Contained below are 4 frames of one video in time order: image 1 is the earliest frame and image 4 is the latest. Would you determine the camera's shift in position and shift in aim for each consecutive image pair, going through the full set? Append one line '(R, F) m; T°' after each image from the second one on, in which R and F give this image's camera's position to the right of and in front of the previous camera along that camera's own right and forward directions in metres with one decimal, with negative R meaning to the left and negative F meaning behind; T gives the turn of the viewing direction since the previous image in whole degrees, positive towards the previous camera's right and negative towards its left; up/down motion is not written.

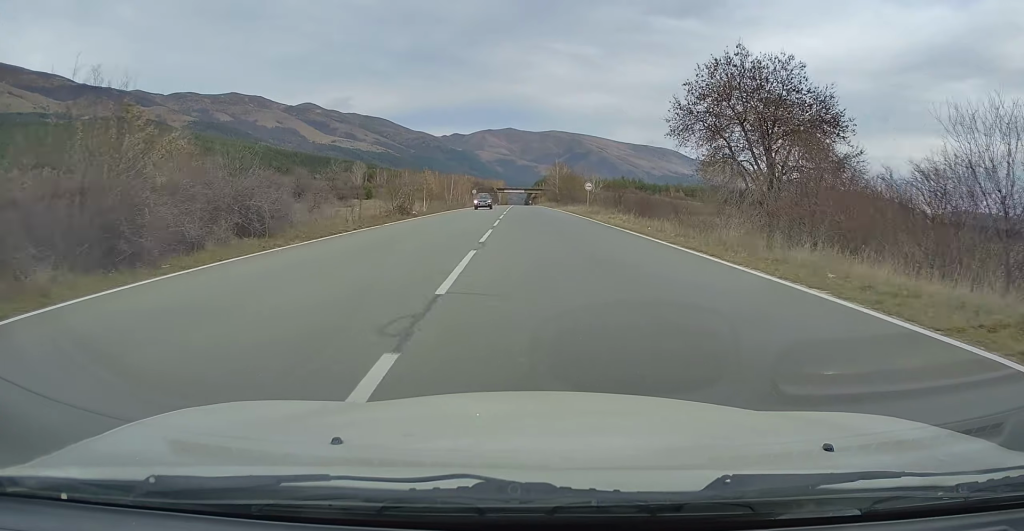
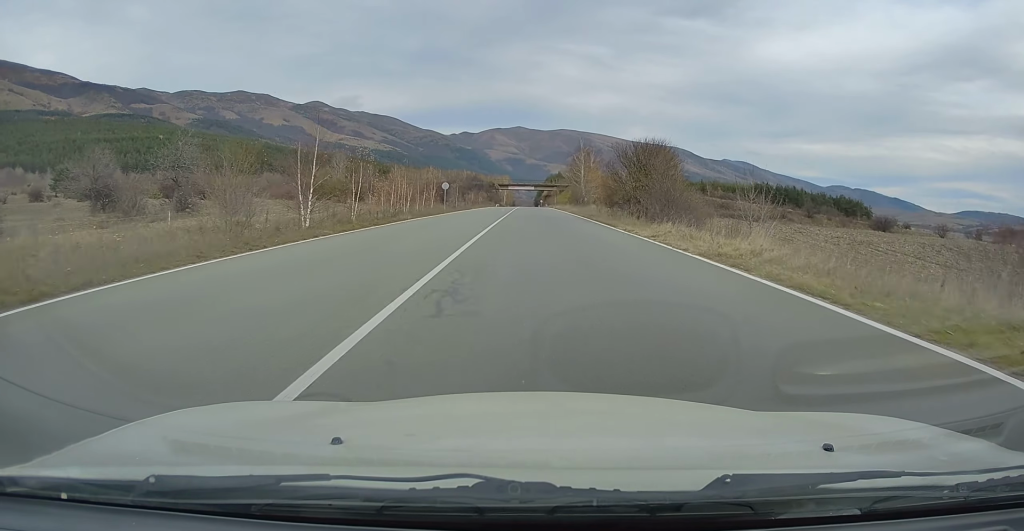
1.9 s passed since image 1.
(-1.1, +51.6) m; -1°
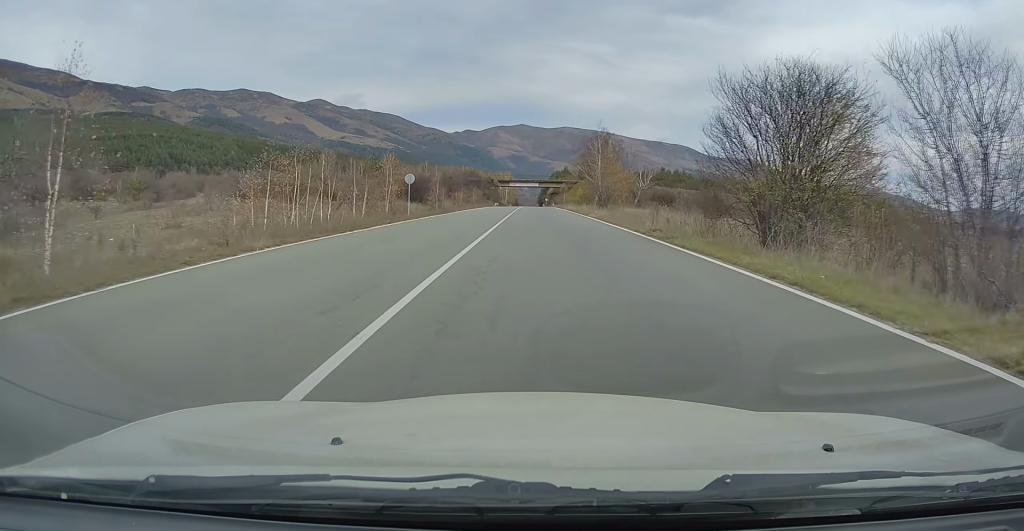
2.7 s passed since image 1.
(+0.3, +21.8) m; 0°
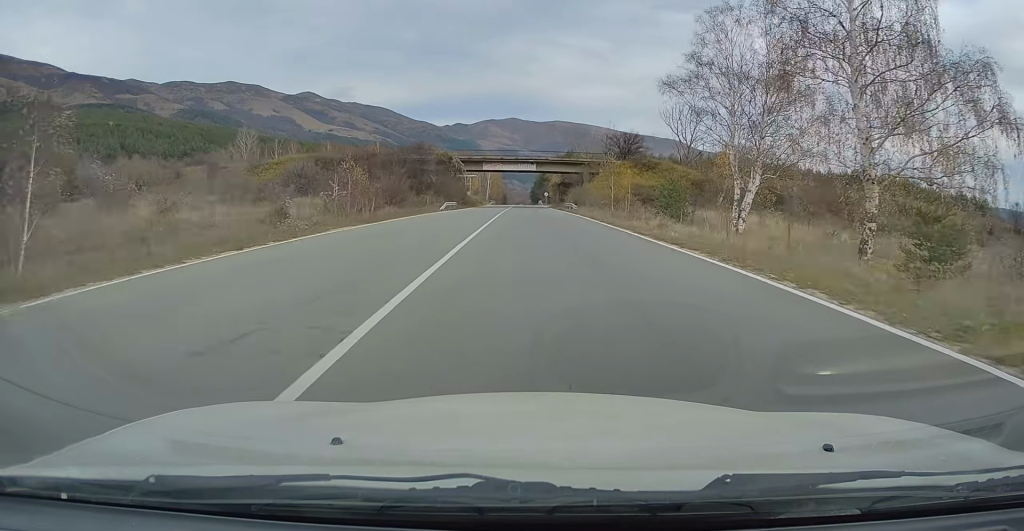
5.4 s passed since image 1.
(+0.4, +73.1) m; 0°
